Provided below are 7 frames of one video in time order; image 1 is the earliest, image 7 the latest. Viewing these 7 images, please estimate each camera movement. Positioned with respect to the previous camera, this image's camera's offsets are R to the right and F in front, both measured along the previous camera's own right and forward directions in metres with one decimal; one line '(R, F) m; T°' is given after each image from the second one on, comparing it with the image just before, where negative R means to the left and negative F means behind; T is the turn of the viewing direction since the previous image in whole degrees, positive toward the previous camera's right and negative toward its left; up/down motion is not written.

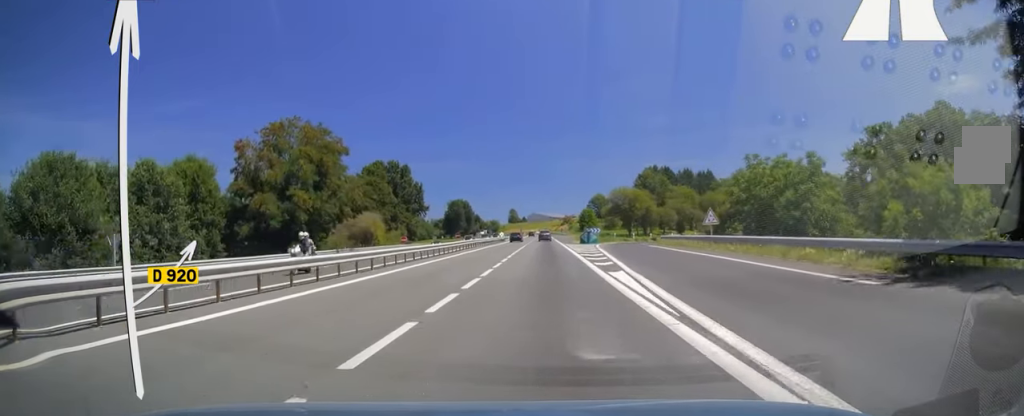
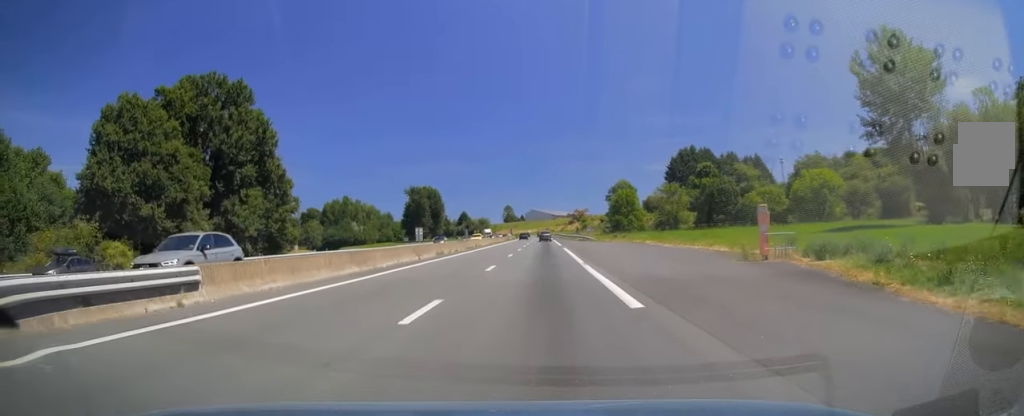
(+0.9, +104.3) m; 0°
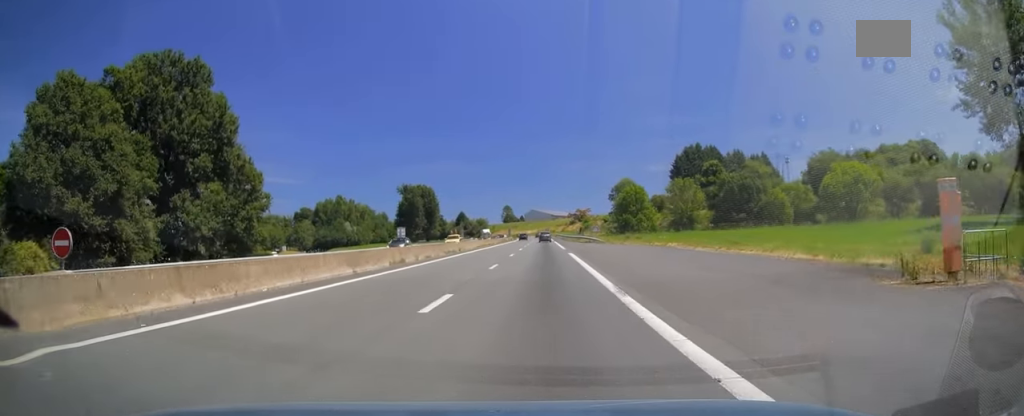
(0.0, +11.8) m; 0°
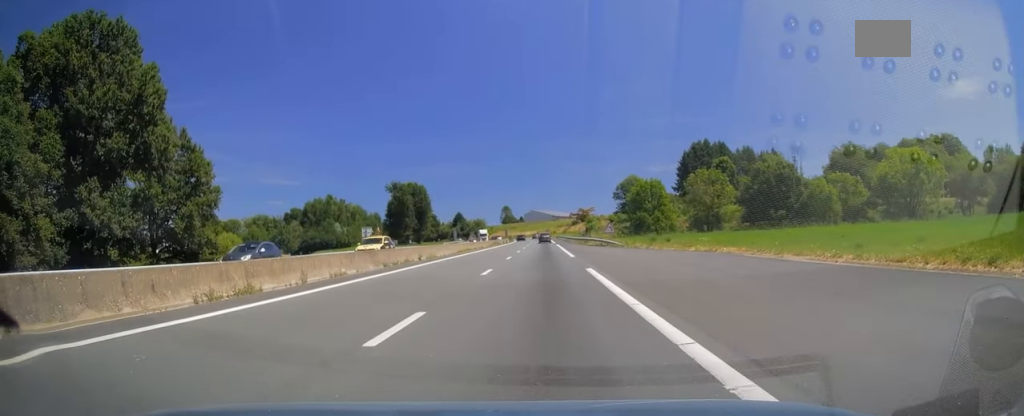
(0.0, +16.2) m; 0°
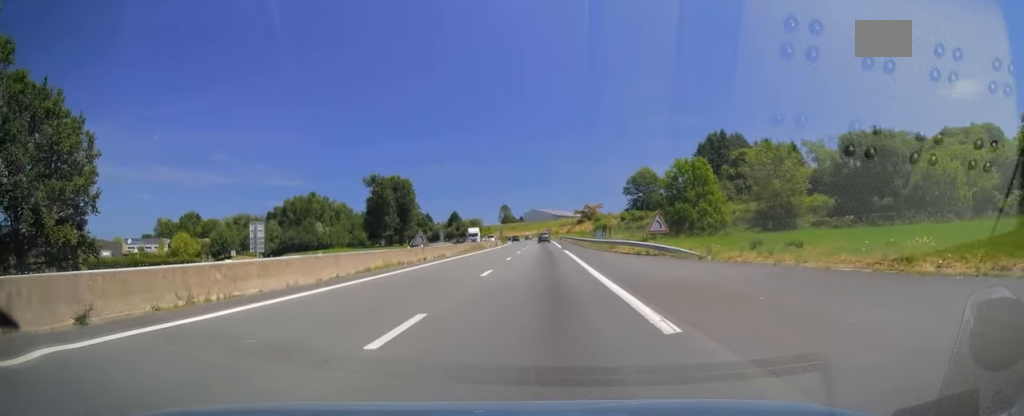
(0.0, +26.6) m; 0°
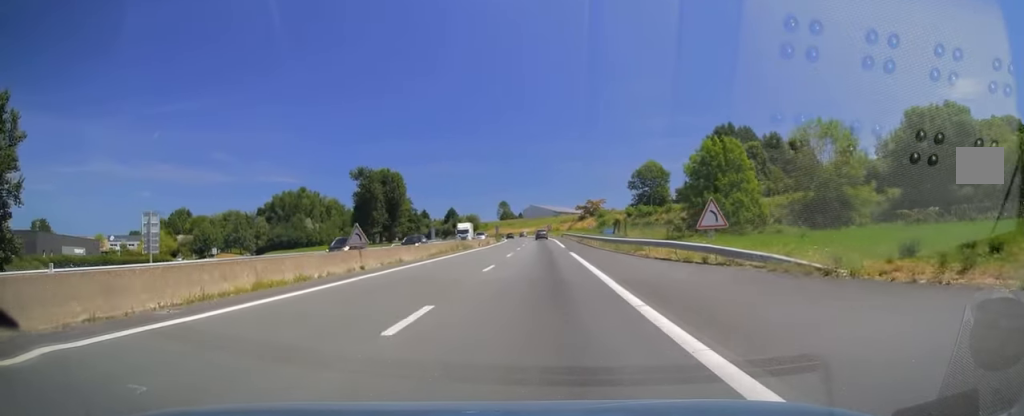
(0.0, +12.3) m; 0°
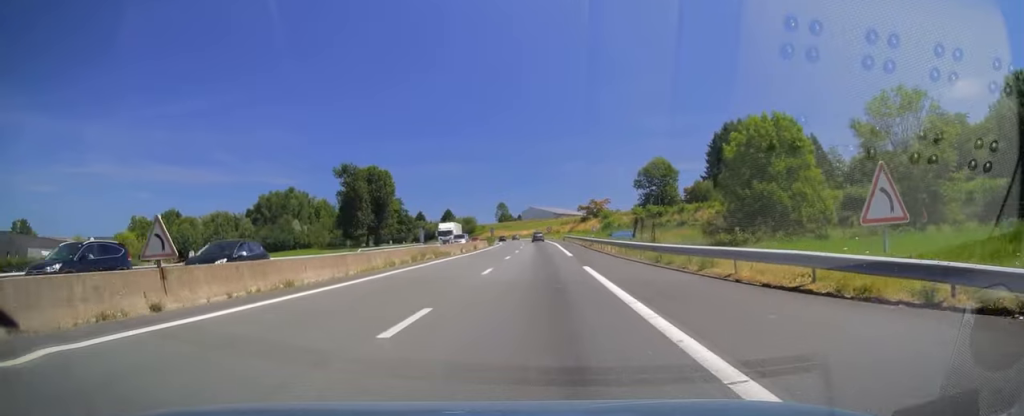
(0.0, +13.3) m; 0°
